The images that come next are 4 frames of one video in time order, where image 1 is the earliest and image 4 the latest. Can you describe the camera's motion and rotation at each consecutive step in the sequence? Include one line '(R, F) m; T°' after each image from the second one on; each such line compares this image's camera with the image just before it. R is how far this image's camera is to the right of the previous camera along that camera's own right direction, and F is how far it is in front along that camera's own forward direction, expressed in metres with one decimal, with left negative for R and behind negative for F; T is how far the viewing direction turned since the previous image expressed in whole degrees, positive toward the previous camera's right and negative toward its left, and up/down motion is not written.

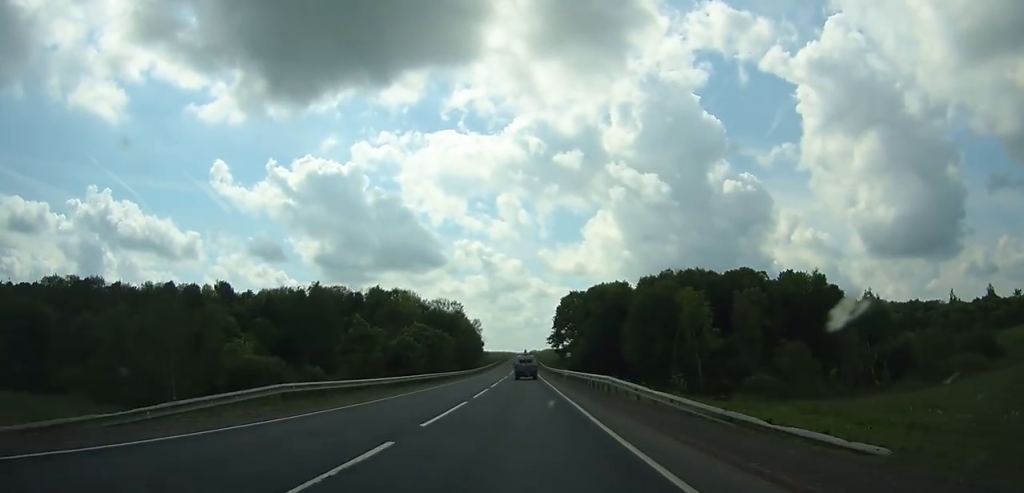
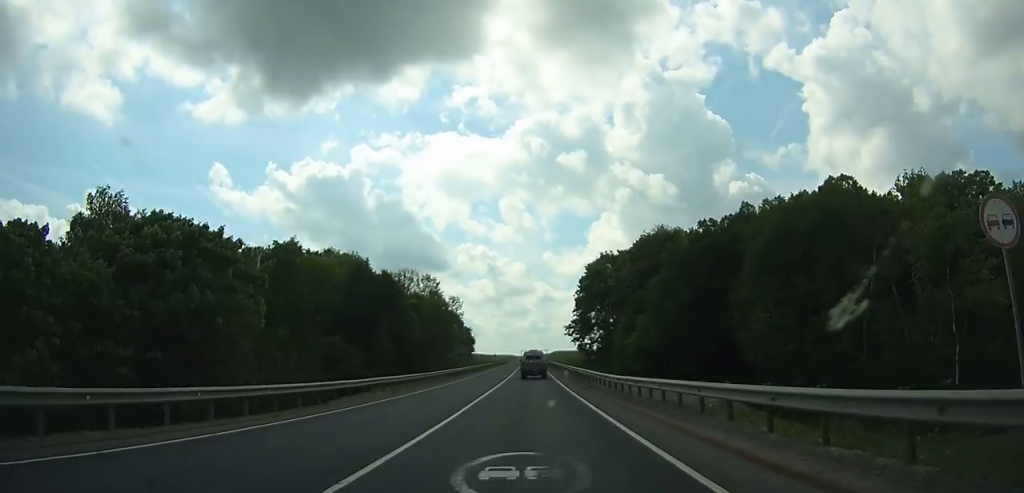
(-0.1, +69.1) m; 0°
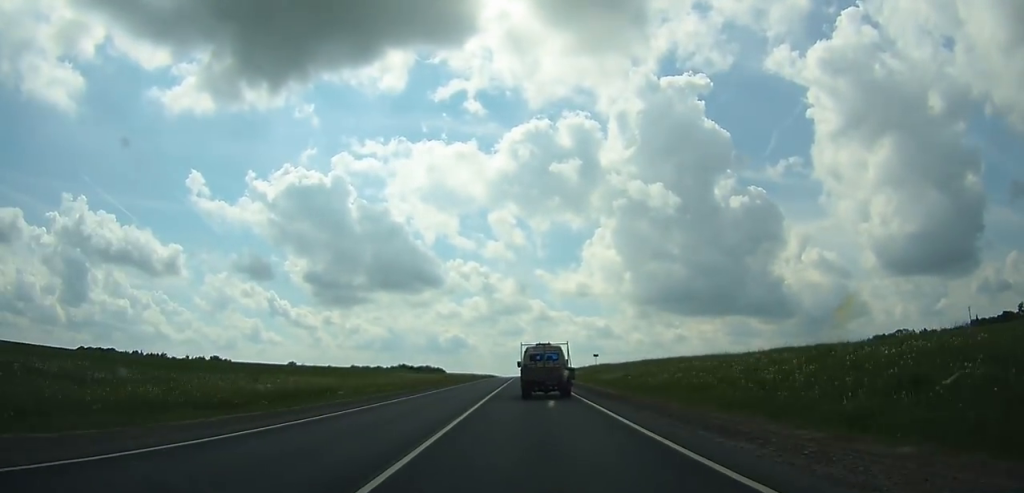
(+0.7, +218.8) m; 0°
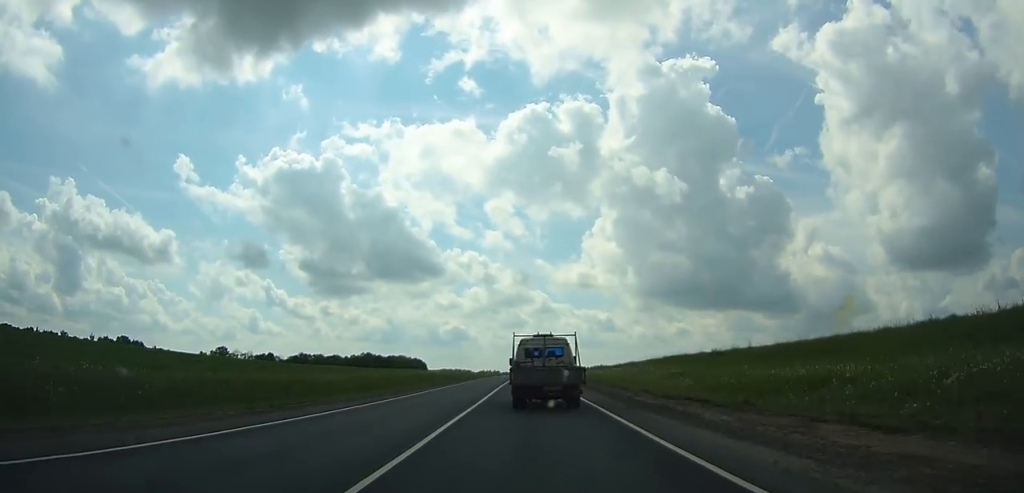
(+0.5, +152.3) m; 0°
